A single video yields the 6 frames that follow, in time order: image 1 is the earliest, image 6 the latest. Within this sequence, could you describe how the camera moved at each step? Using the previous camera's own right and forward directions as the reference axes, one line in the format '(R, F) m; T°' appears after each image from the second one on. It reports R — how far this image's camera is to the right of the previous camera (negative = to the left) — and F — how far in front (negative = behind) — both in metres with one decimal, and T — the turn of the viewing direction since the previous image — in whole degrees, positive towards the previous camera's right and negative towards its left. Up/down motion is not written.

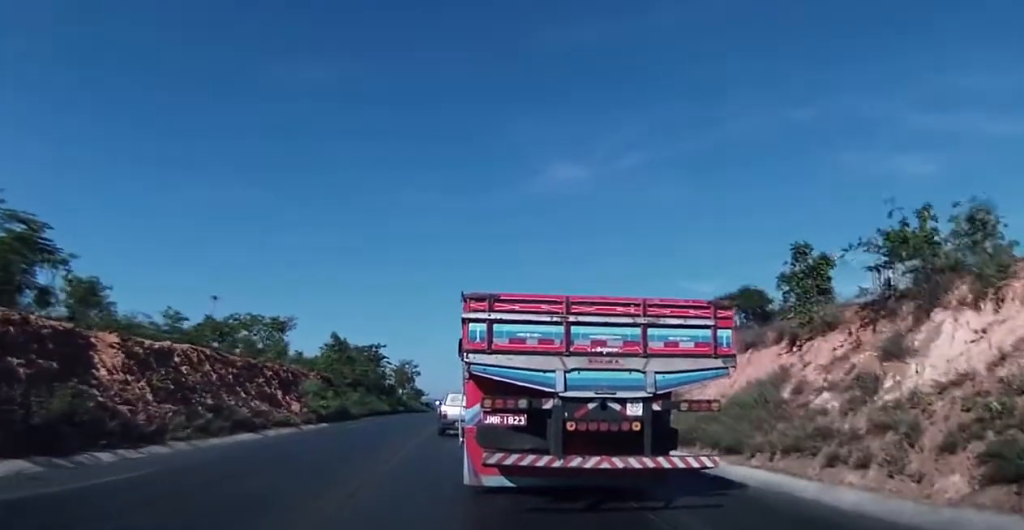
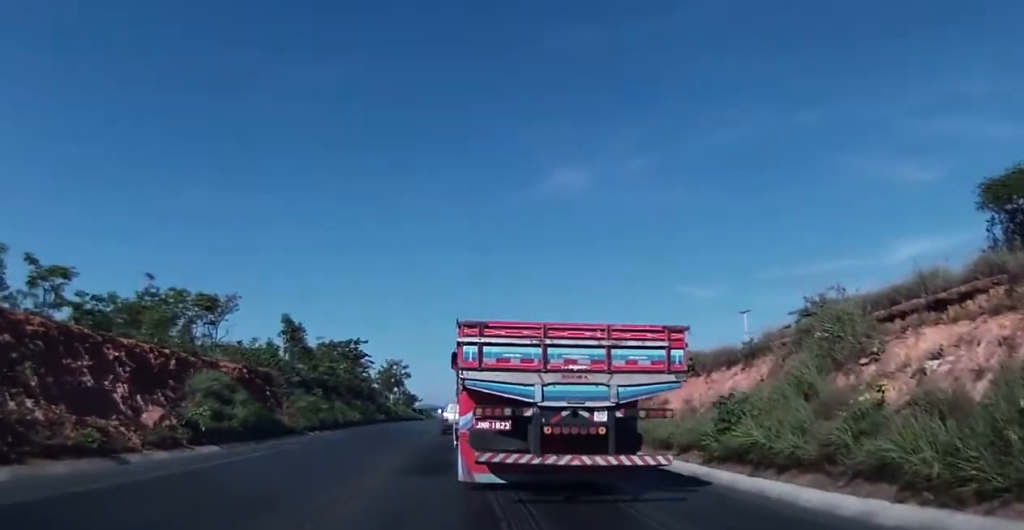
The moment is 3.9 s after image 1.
(+0.2, +18.0) m; 0°
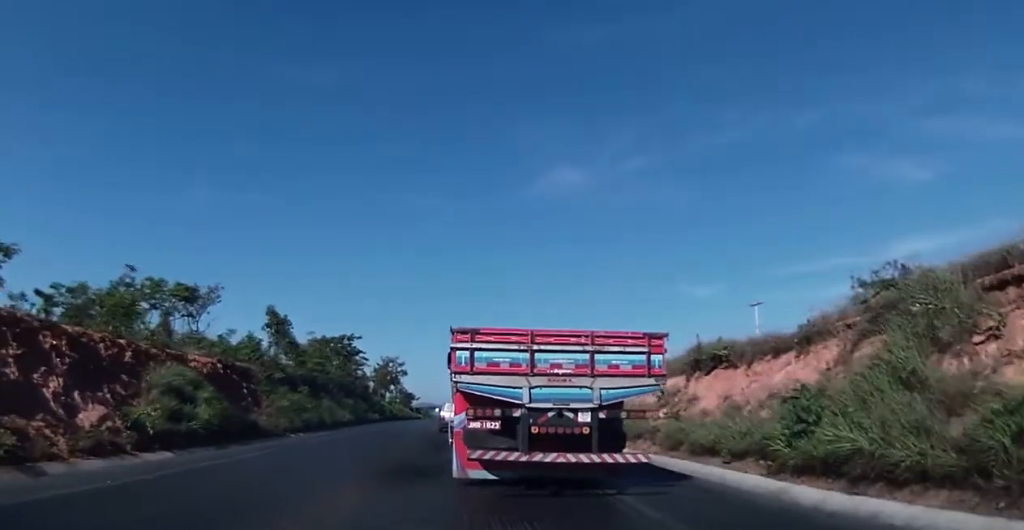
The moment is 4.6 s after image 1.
(-0.3, +2.8) m; +1°
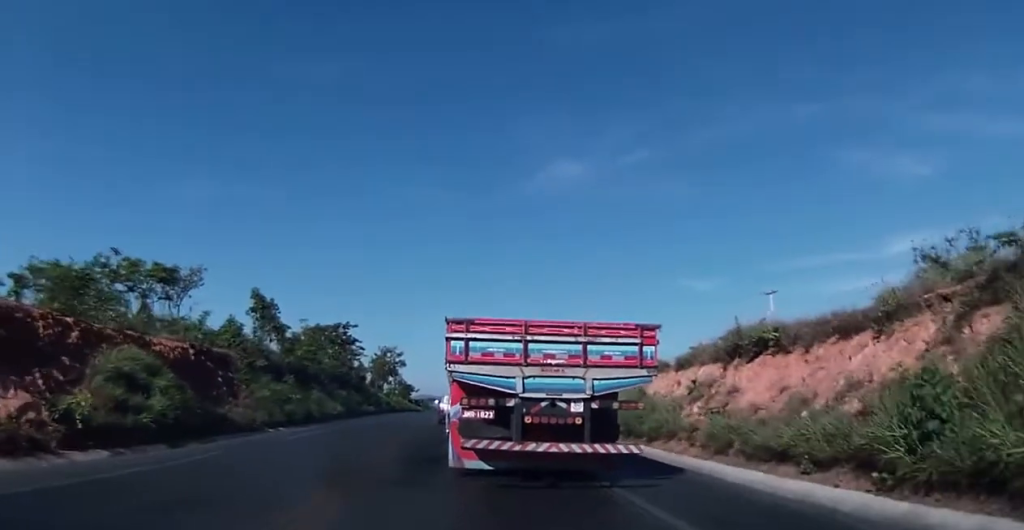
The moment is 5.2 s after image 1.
(+0.3, +2.9) m; 0°
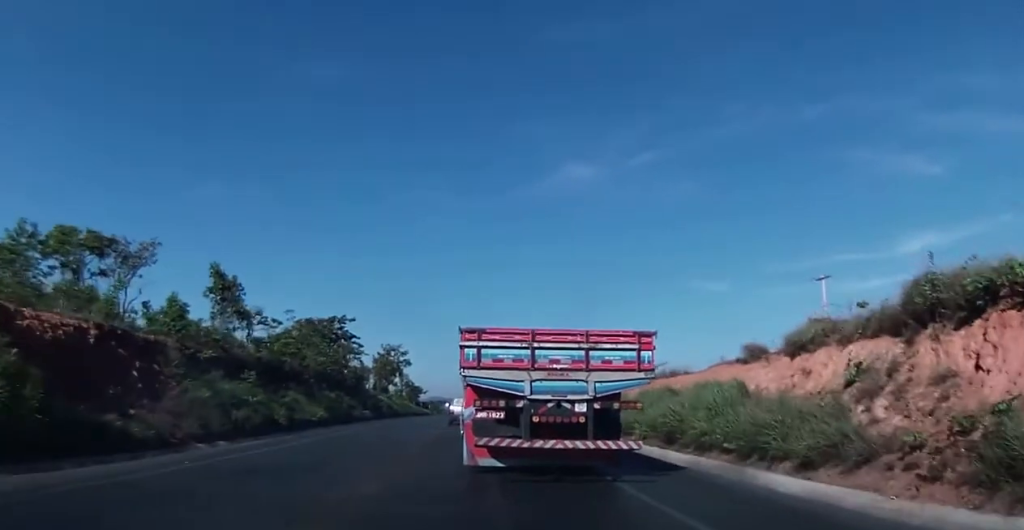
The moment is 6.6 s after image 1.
(-0.3, +7.8) m; -3°
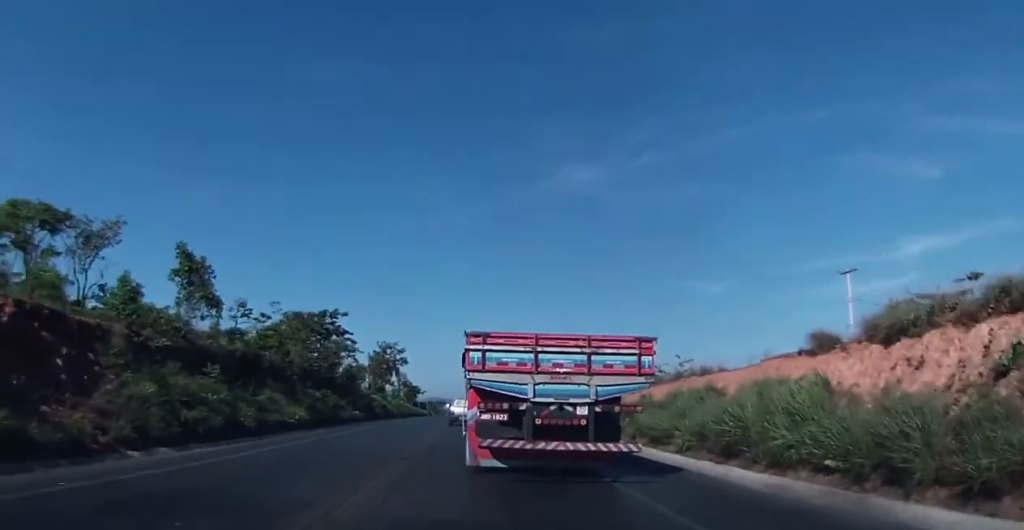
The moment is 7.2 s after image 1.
(+0.1, +4.1) m; +1°
